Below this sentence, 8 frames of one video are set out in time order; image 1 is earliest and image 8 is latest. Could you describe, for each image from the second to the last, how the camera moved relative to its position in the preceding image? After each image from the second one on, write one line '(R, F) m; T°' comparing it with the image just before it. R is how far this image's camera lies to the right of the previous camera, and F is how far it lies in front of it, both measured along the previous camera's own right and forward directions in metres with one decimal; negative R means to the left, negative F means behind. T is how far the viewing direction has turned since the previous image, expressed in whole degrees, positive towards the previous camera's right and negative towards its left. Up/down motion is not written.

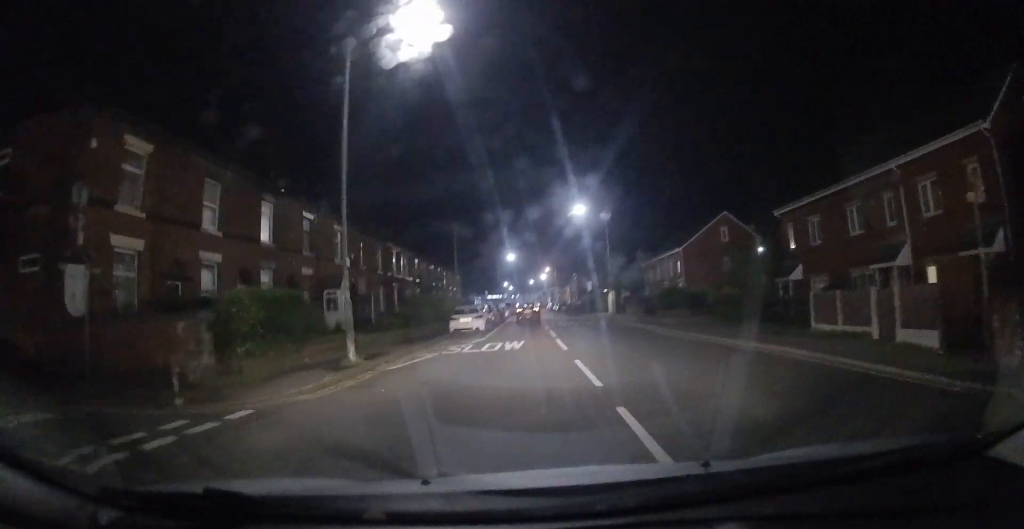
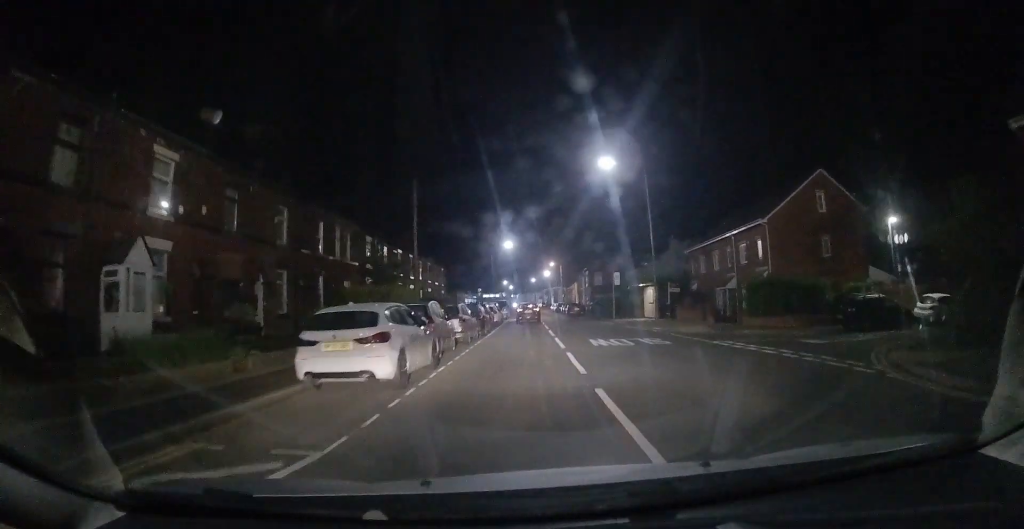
(-0.7, +16.8) m; -1°
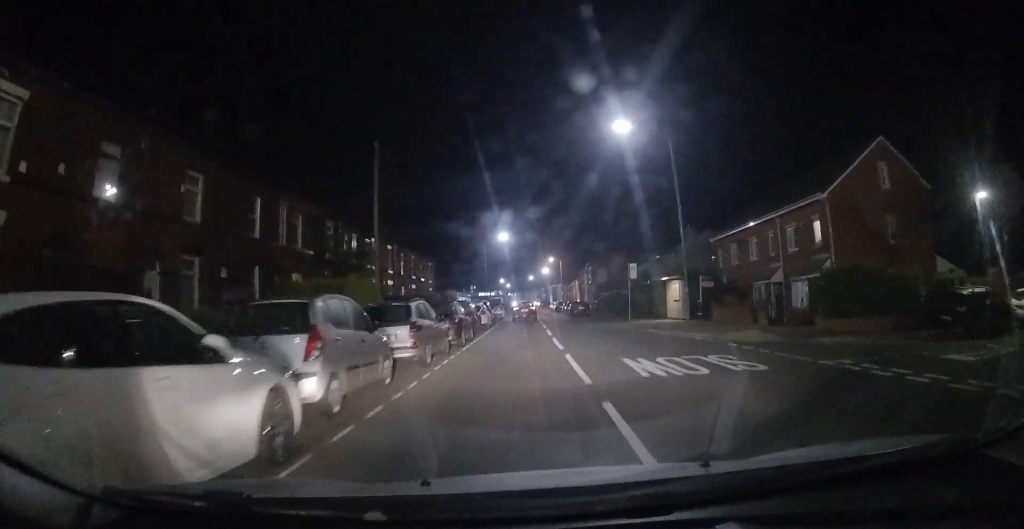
(0.0, +7.0) m; +1°
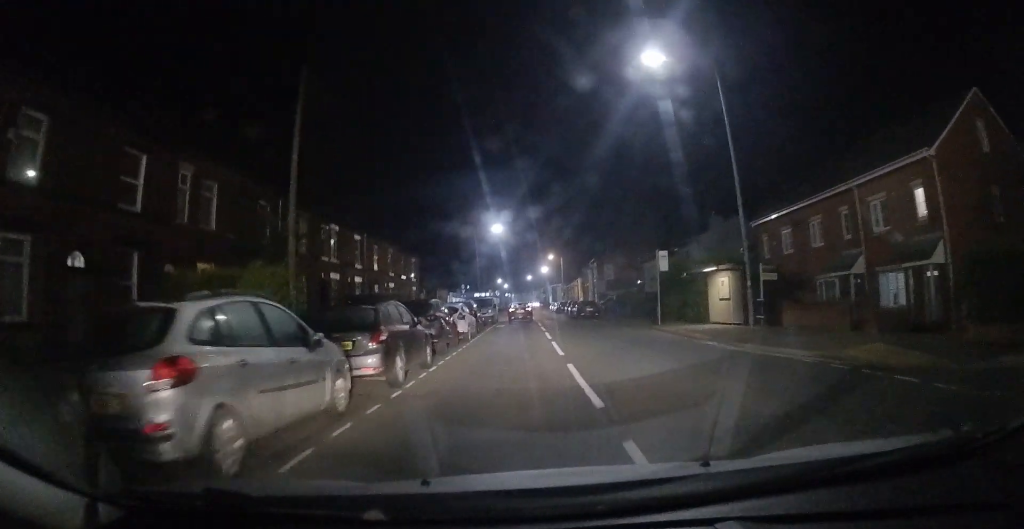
(+0.5, +7.8) m; +2°
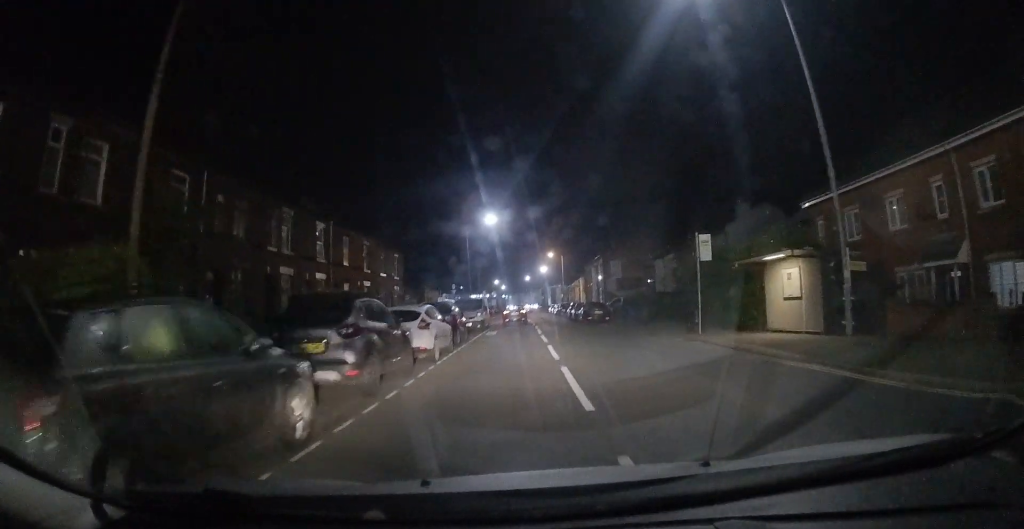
(-0.1, +6.3) m; 0°
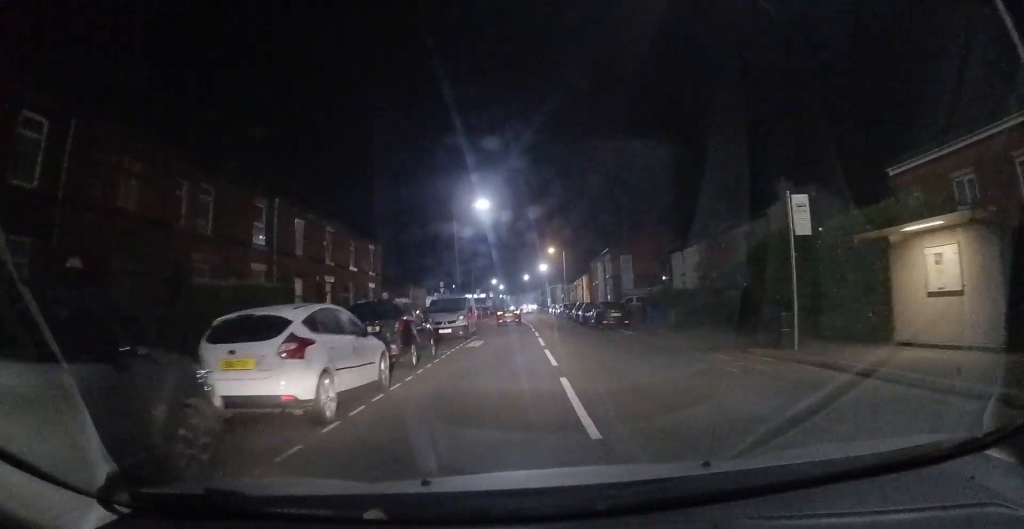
(-0.2, +7.1) m; 0°
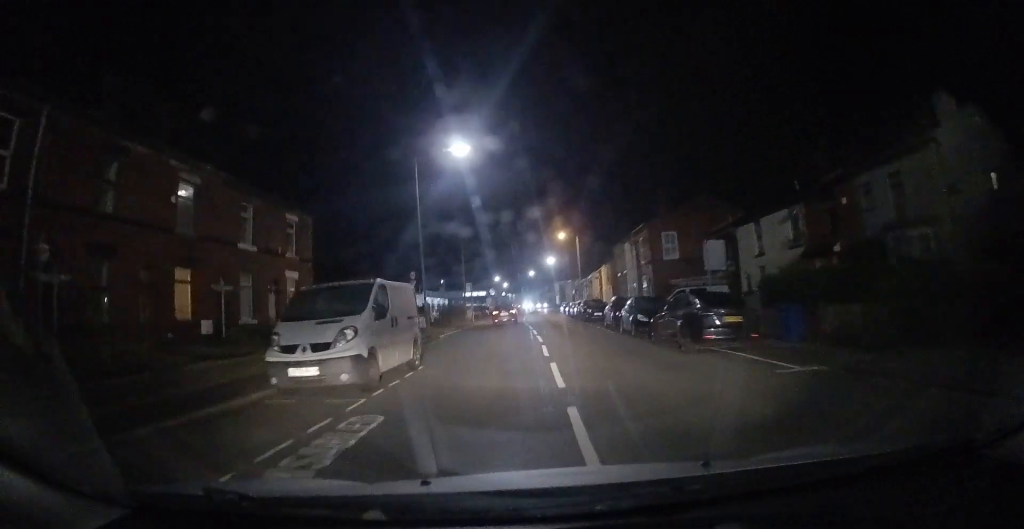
(+0.3, +14.8) m; -1°
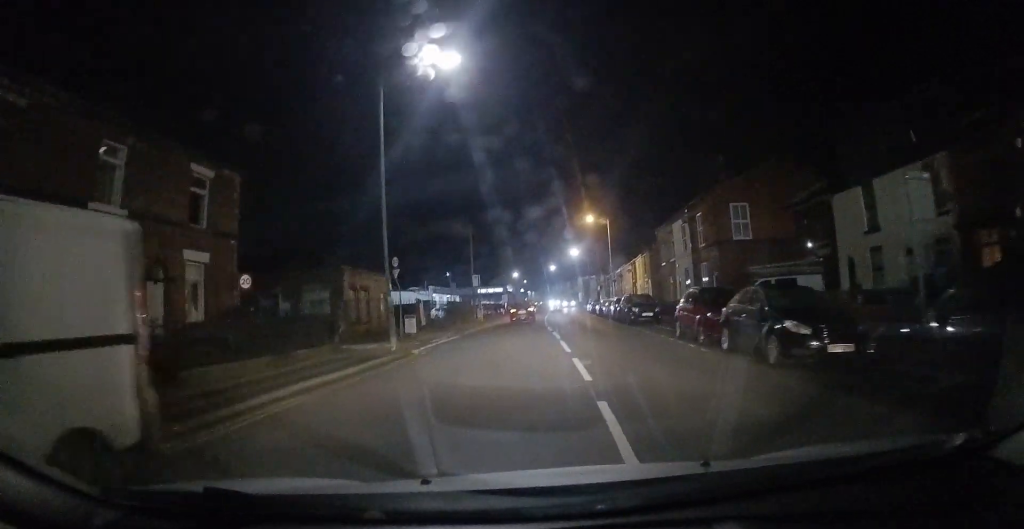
(-0.2, +9.7) m; -2°
